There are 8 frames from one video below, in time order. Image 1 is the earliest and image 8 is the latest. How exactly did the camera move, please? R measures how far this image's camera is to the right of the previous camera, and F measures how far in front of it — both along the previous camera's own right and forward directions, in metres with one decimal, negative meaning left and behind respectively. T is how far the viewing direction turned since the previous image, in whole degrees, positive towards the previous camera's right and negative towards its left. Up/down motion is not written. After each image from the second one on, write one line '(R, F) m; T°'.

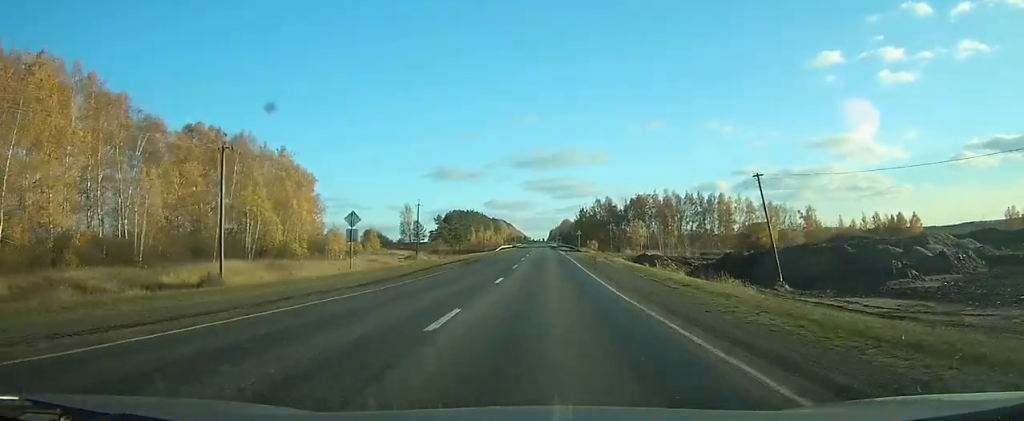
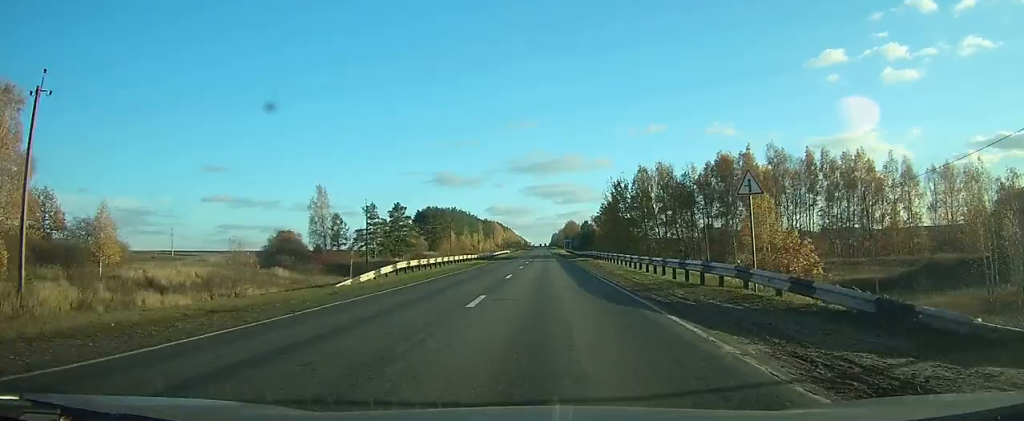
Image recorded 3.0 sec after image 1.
(+0.1, +77.4) m; 0°
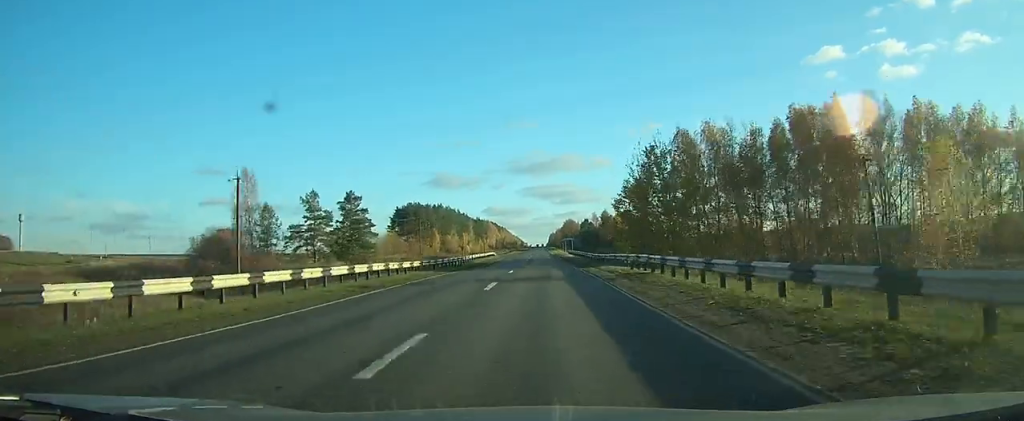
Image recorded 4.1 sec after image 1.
(0.0, +32.5) m; 0°
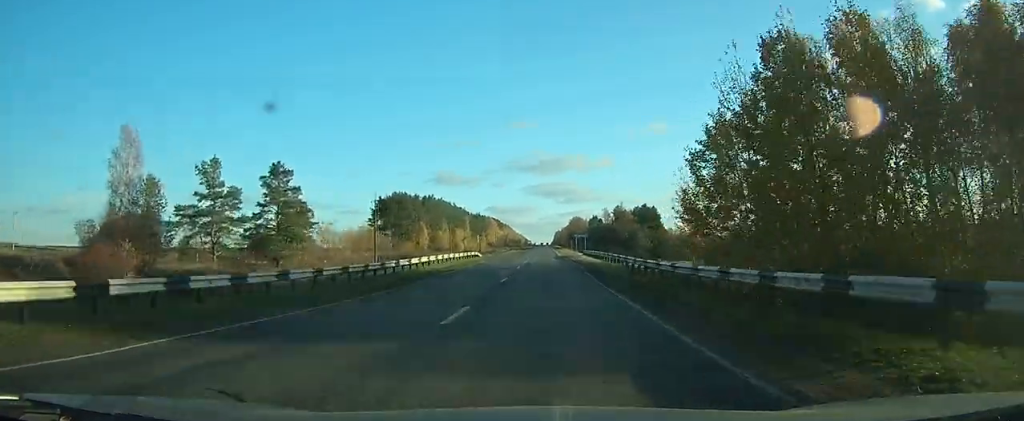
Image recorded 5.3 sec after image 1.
(0.0, +32.5) m; 0°
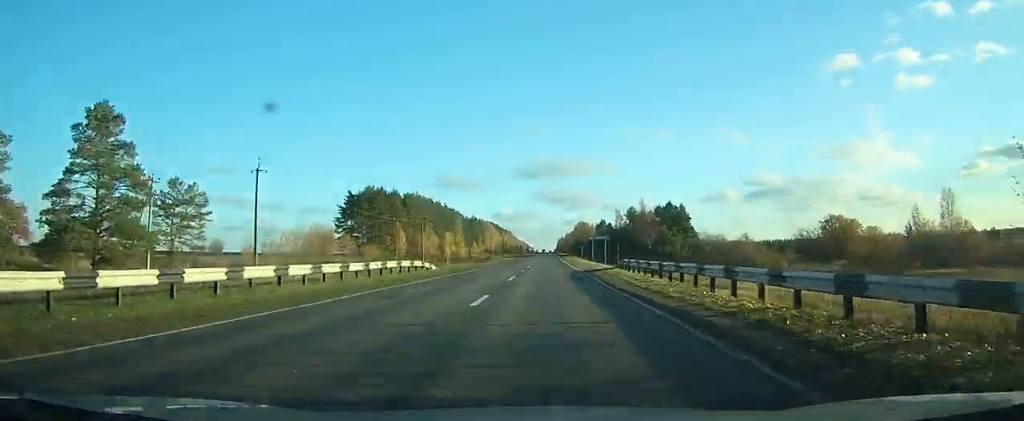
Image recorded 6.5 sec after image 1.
(0.0, +34.5) m; 0°
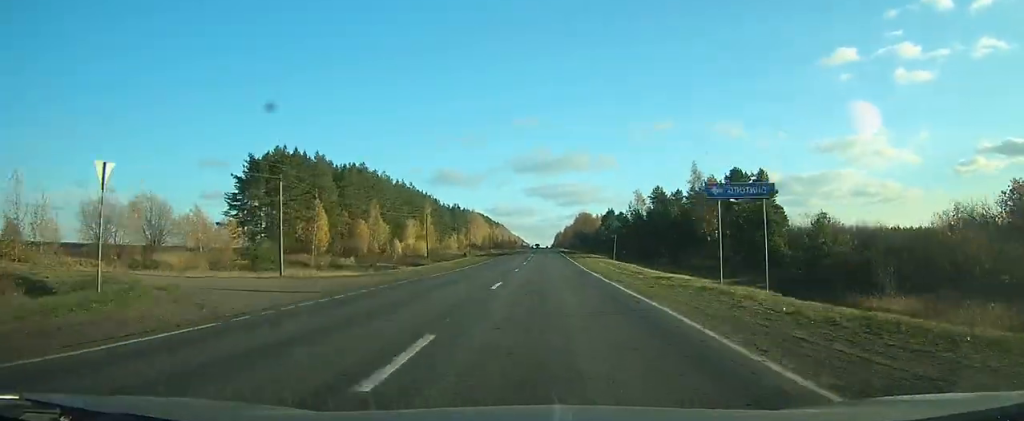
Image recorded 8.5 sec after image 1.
(-0.1, +55.9) m; 0°
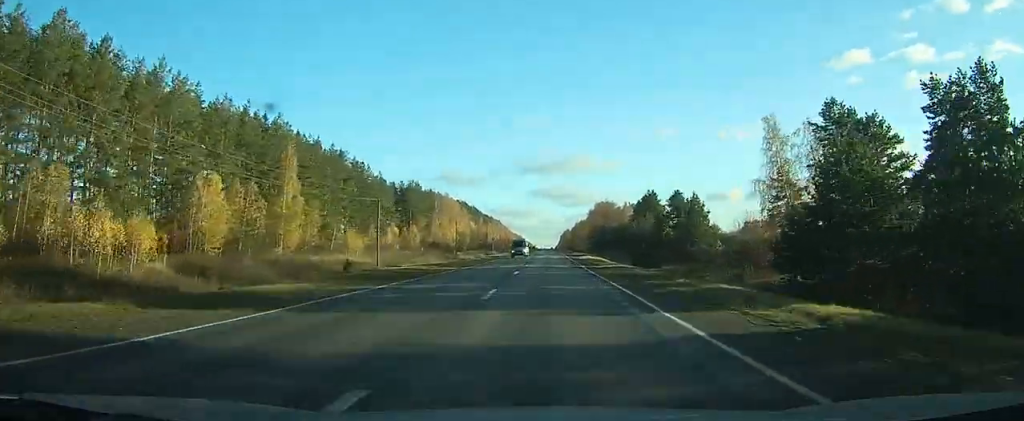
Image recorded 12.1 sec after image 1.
(+0.1, +96.1) m; 0°
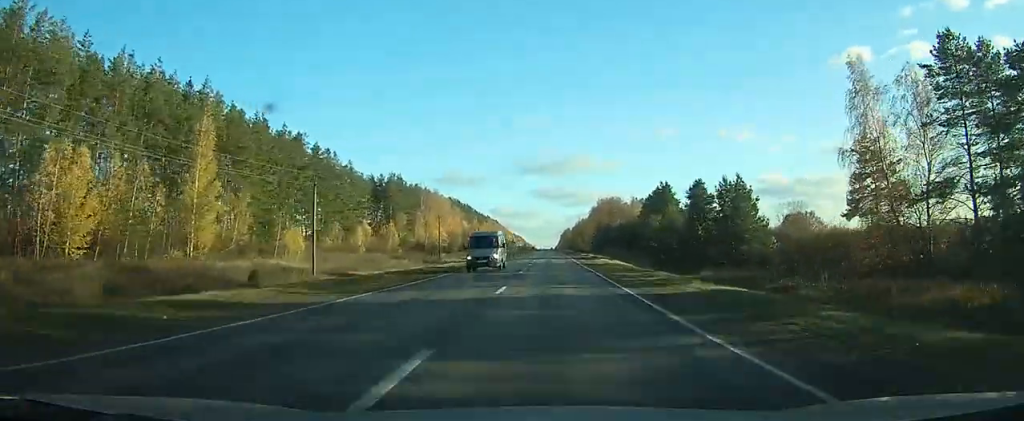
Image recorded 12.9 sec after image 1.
(0.0, +21.2) m; 0°
